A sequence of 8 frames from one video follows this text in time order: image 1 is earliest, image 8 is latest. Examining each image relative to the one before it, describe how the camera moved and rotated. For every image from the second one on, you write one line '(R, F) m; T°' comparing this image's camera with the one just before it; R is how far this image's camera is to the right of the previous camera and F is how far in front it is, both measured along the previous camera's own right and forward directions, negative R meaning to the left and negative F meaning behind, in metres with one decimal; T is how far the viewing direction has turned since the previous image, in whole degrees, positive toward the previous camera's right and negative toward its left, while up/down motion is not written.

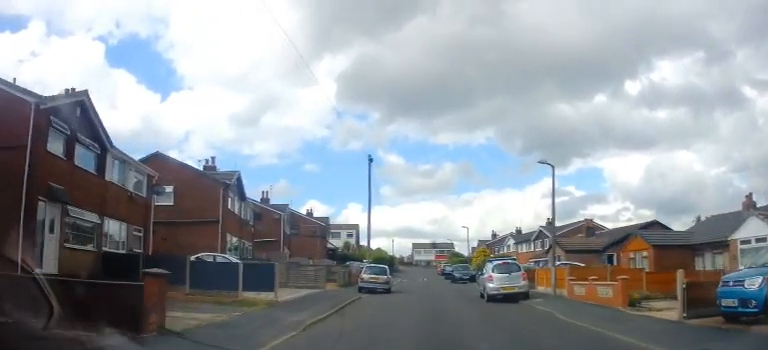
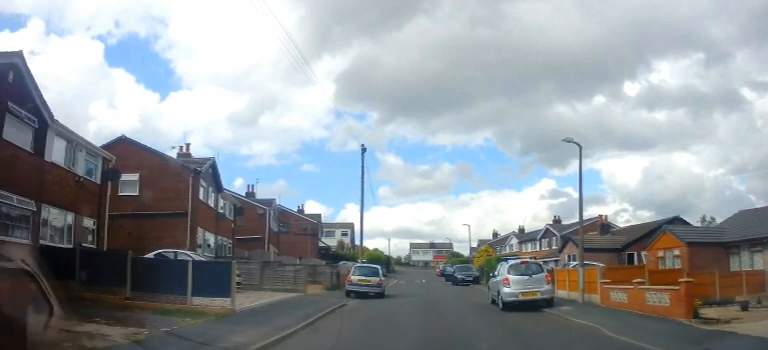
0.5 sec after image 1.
(0.0, +3.4) m; 0°
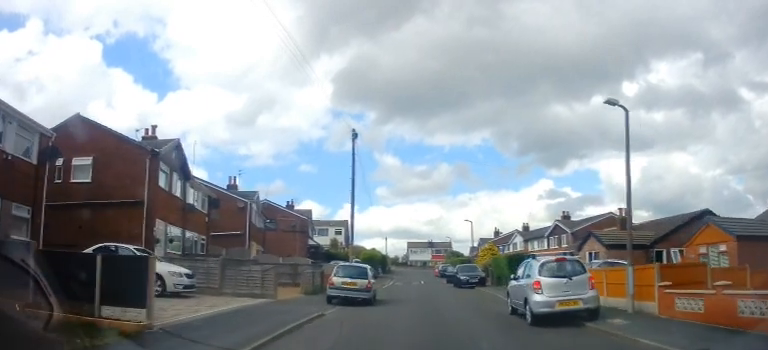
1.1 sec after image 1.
(0.0, +3.9) m; 0°
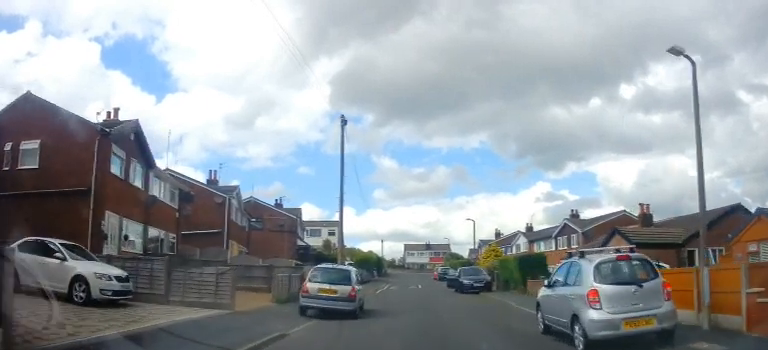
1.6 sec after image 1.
(0.0, +3.4) m; 0°
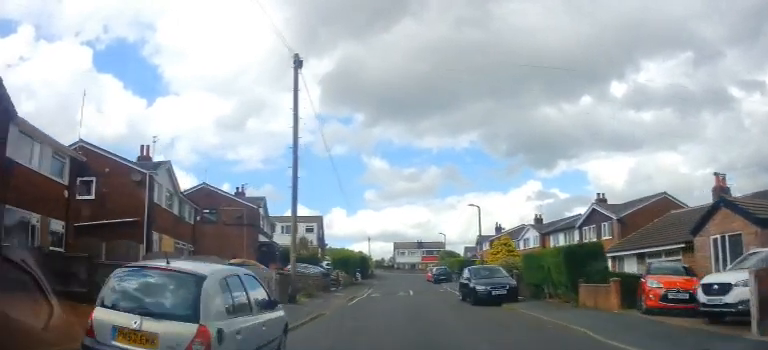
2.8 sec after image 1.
(0.0, +8.4) m; 0°
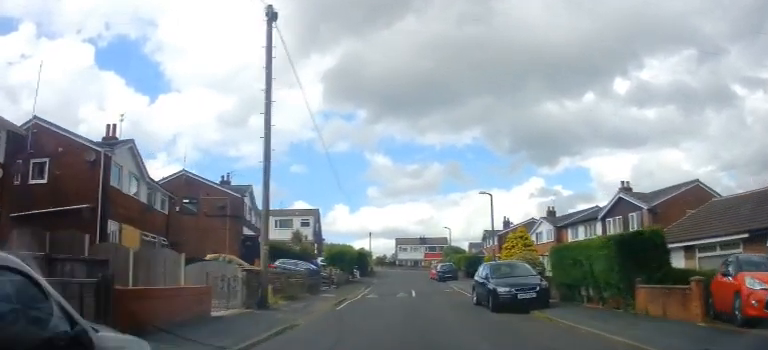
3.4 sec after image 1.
(0.0, +4.0) m; 0°
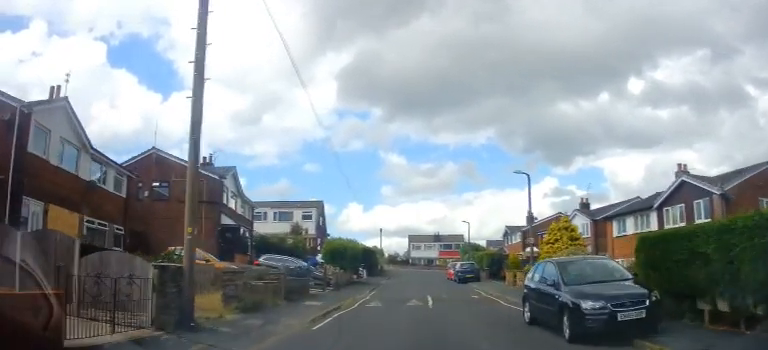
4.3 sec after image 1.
(0.0, +6.0) m; 0°
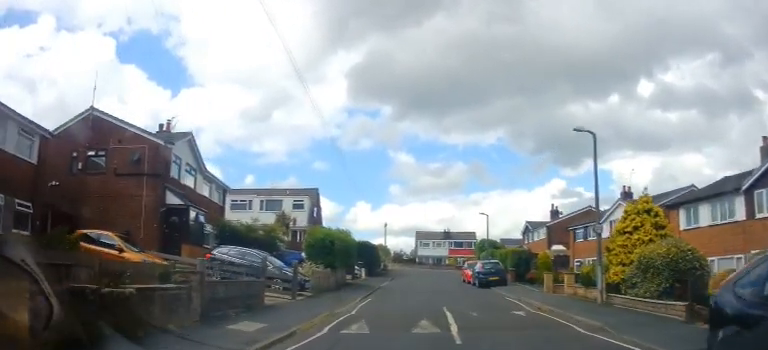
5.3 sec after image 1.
(0.0, +7.0) m; 0°
